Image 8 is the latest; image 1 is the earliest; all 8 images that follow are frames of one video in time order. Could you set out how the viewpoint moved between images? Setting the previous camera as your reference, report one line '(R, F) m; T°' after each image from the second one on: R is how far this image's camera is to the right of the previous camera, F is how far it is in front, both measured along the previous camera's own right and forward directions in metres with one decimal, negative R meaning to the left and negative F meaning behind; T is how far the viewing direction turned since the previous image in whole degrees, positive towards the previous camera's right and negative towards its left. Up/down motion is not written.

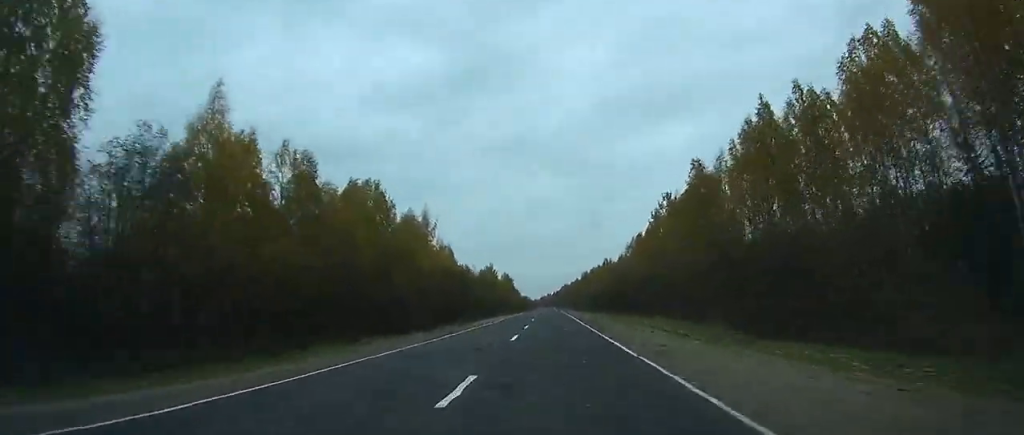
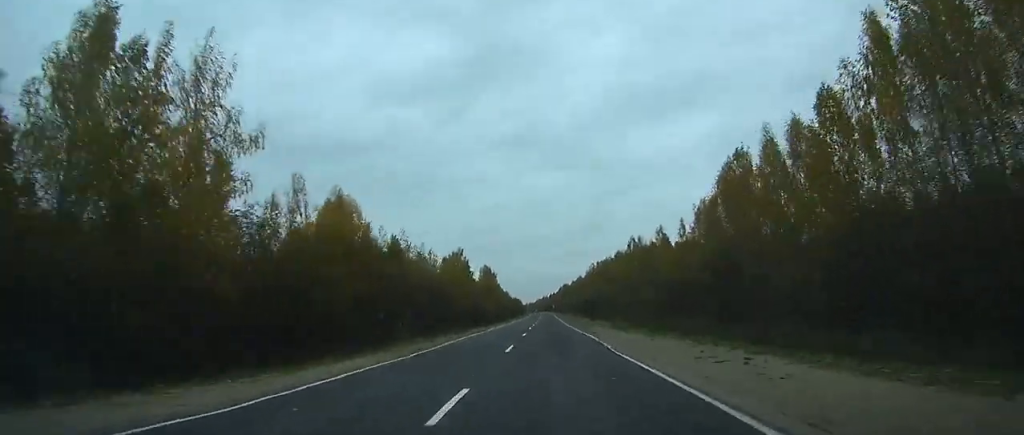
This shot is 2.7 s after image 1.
(-0.2, +69.7) m; 0°
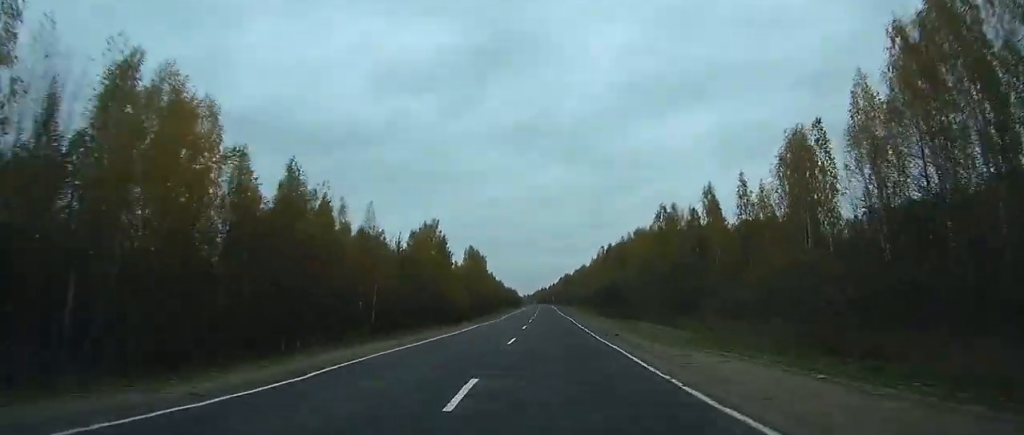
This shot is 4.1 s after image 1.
(0.0, +37.1) m; 0°
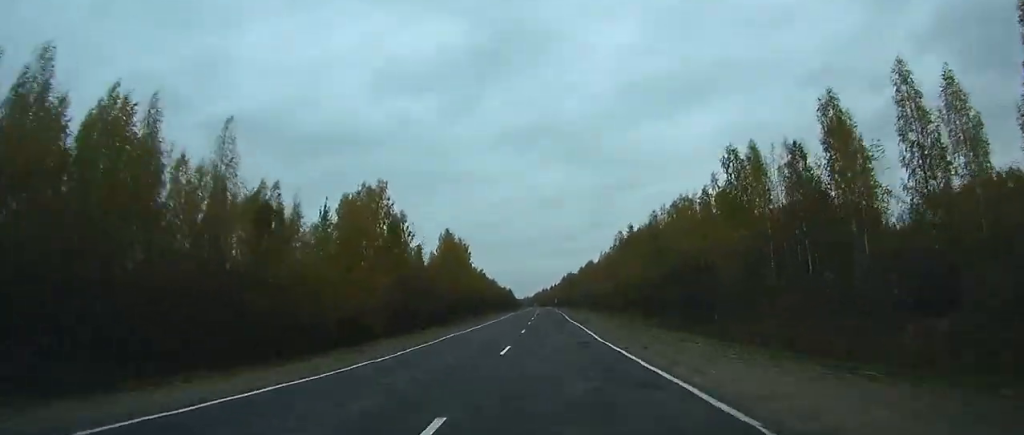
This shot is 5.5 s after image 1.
(0.0, +41.1) m; 0°
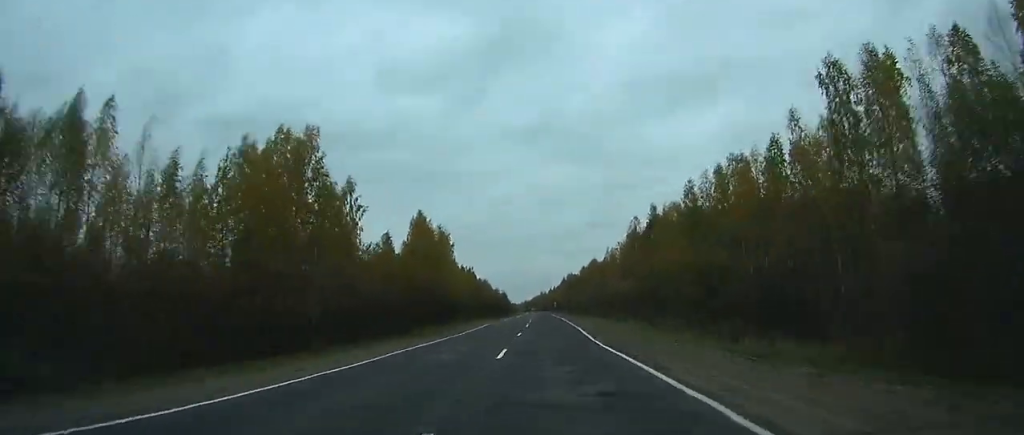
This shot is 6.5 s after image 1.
(0.0, +26.2) m; 0°
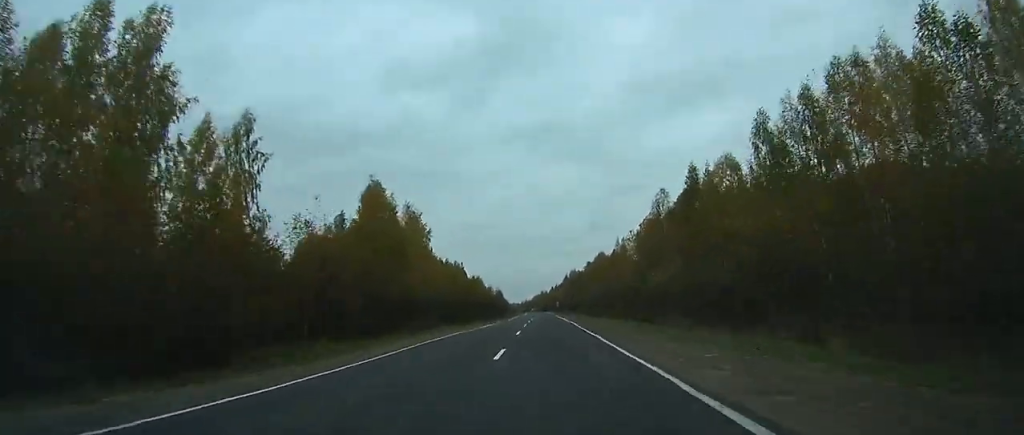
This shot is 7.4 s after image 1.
(0.0, +25.9) m; 0°
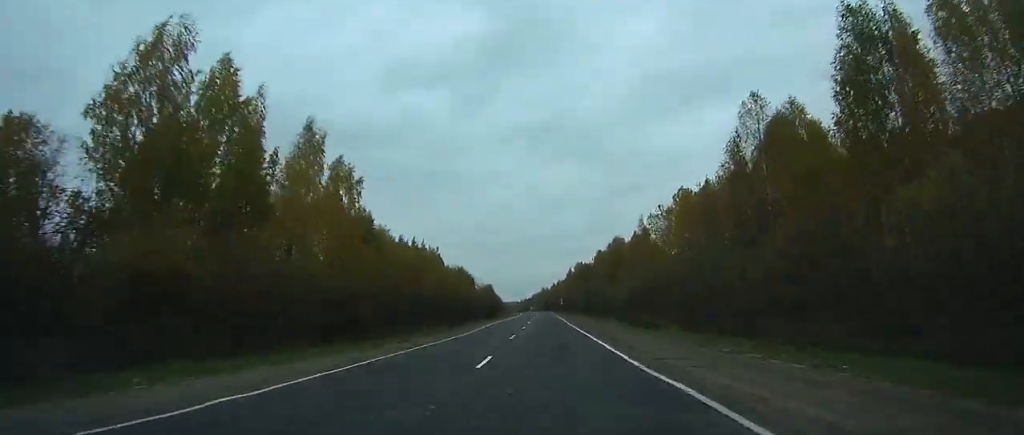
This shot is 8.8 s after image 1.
(0.0, +38.7) m; 0°
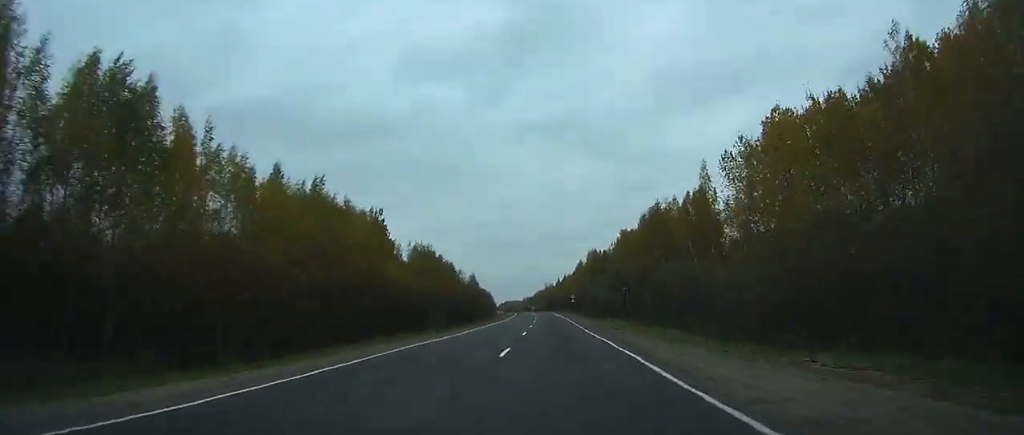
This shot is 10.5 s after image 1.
(-0.3, +47.0) m; 0°
